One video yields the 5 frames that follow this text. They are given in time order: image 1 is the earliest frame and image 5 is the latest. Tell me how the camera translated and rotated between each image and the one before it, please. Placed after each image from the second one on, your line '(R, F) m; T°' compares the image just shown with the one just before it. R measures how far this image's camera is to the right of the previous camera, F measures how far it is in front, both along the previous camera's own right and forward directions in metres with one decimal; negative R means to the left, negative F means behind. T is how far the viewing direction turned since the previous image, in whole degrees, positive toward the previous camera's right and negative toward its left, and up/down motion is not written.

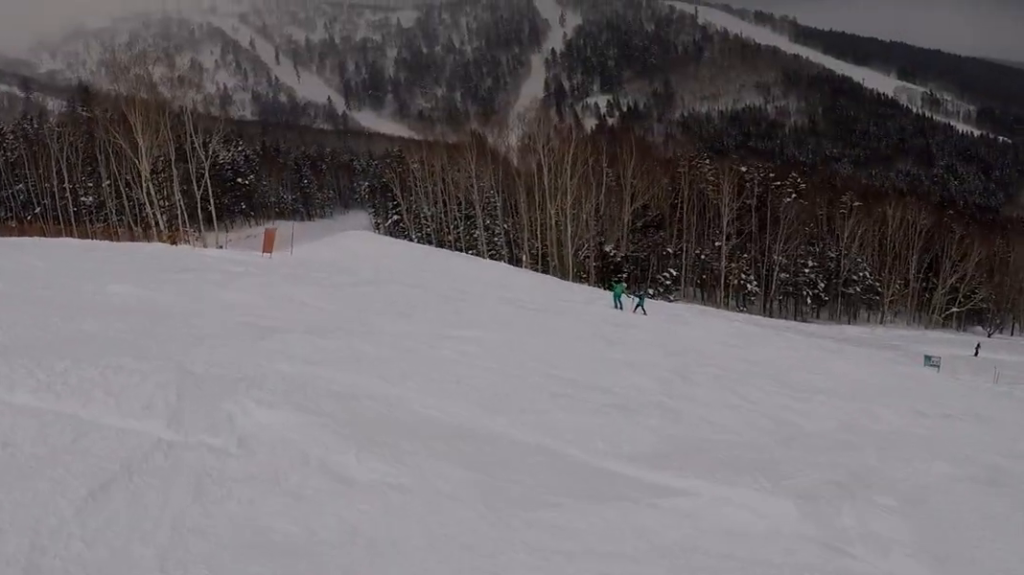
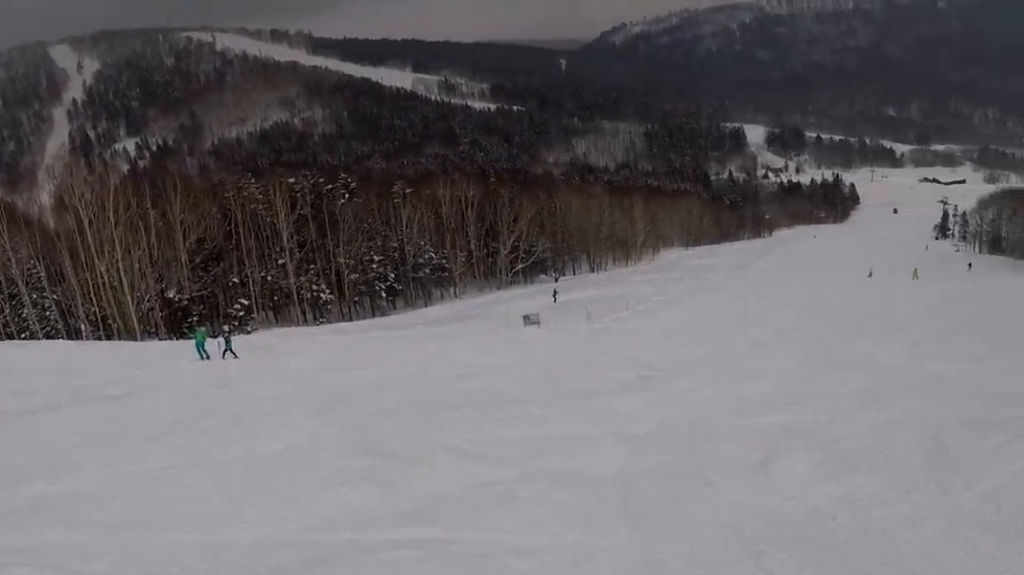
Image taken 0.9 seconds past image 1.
(+1.7, +3.8) m; +36°
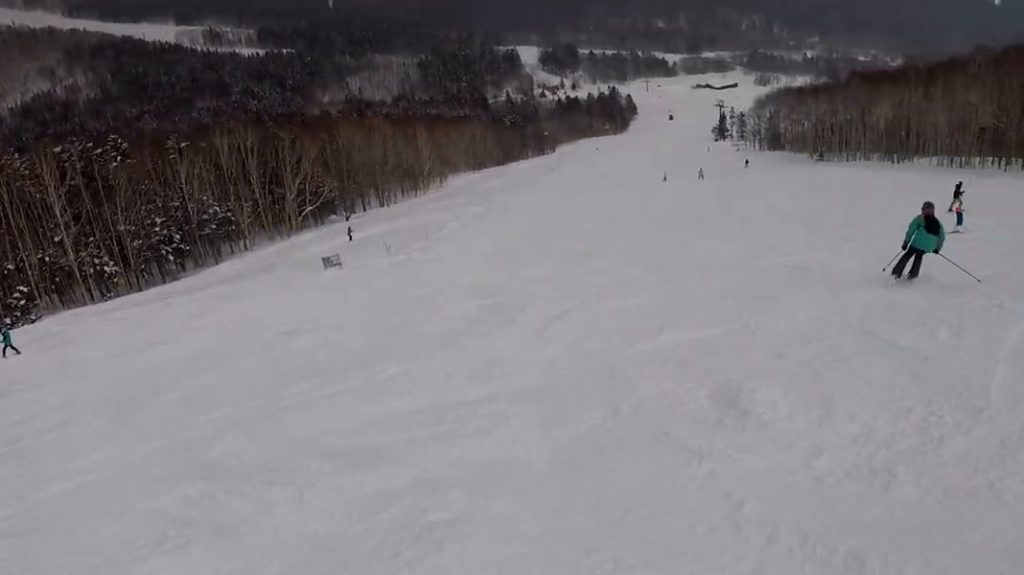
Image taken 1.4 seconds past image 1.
(+0.4, +1.7) m; +8°
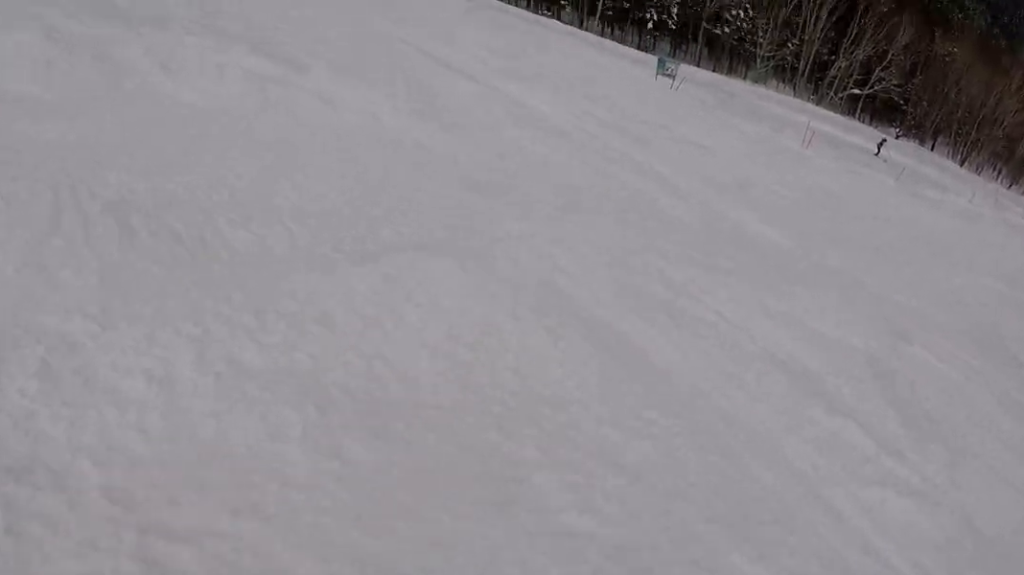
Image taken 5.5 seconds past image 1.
(-2.1, +15.7) m; -29°
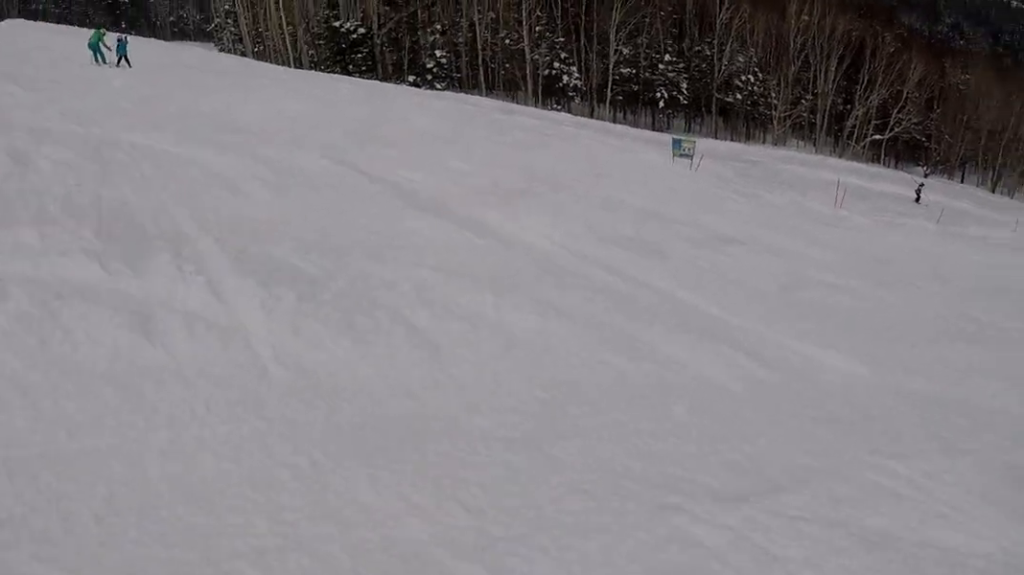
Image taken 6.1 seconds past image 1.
(0.0, +2.4) m; +8°
